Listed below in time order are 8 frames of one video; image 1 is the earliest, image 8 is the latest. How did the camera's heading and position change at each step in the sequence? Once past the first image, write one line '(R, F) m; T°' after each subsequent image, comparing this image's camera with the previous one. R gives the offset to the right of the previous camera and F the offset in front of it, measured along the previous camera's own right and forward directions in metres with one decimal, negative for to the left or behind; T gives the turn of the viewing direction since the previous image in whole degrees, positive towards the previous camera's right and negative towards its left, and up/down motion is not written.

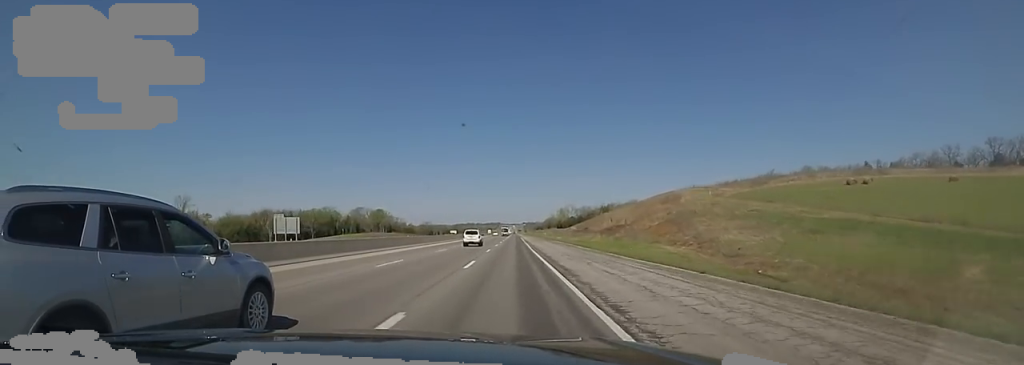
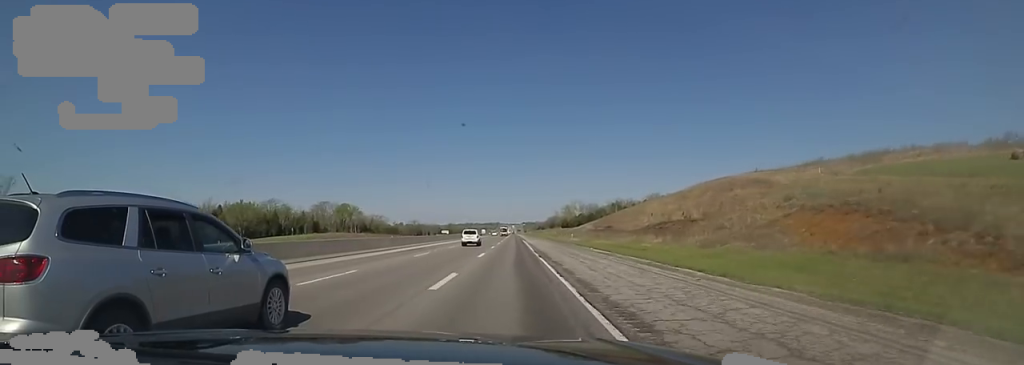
(0.0, +38.0) m; 0°
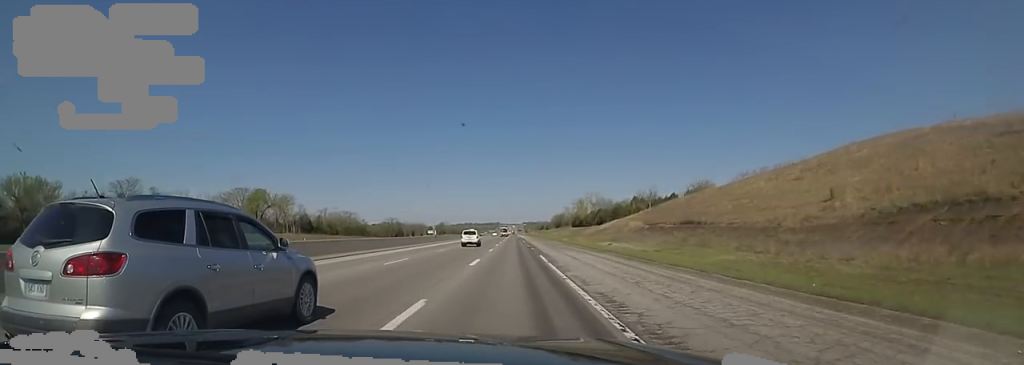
(+0.2, +52.5) m; +1°
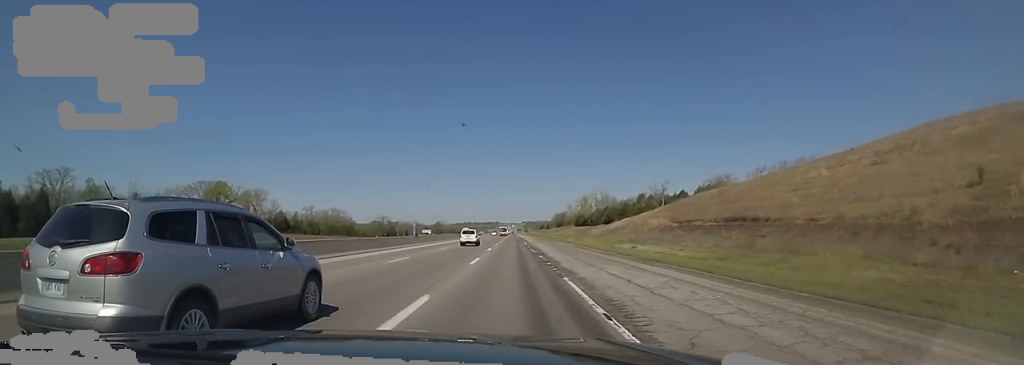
(0.0, +14.6) m; 0°
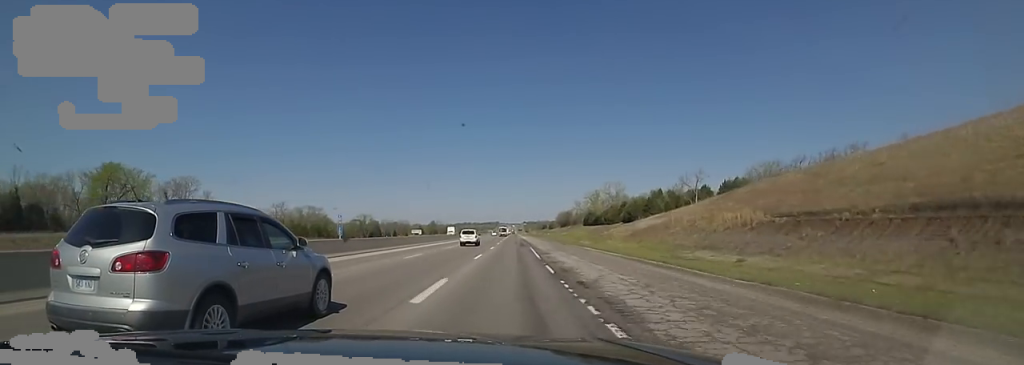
(0.0, +26.8) m; 0°
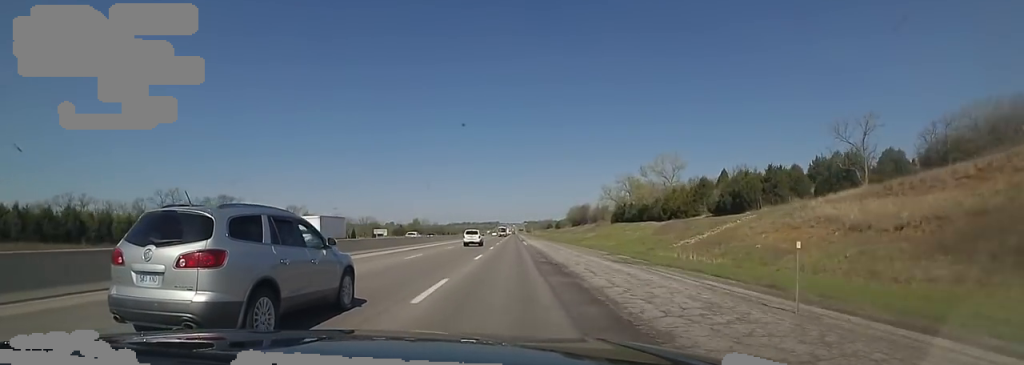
(-0.1, +61.2) m; 0°
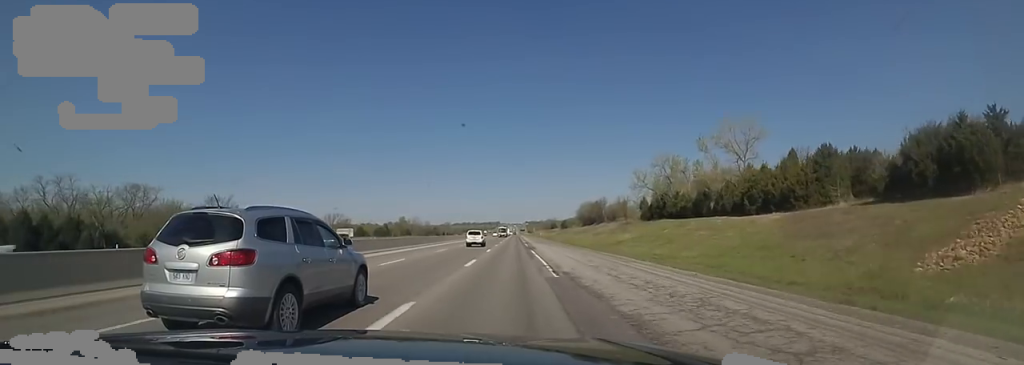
(-0.2, +35.5) m; 0°
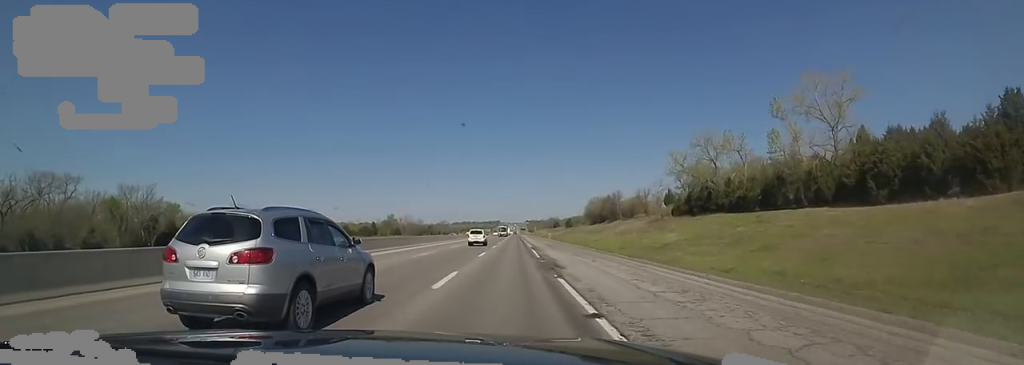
(0.0, +23.2) m; 0°
